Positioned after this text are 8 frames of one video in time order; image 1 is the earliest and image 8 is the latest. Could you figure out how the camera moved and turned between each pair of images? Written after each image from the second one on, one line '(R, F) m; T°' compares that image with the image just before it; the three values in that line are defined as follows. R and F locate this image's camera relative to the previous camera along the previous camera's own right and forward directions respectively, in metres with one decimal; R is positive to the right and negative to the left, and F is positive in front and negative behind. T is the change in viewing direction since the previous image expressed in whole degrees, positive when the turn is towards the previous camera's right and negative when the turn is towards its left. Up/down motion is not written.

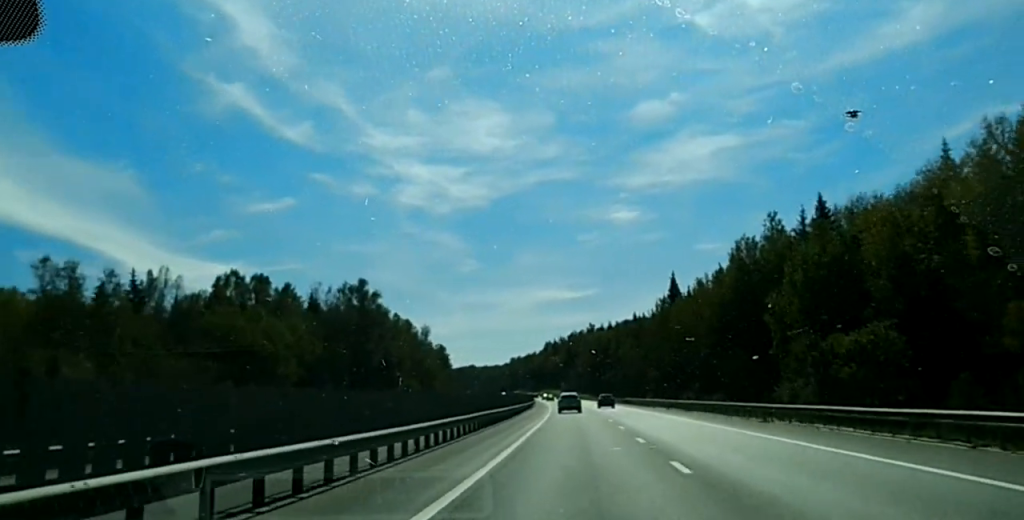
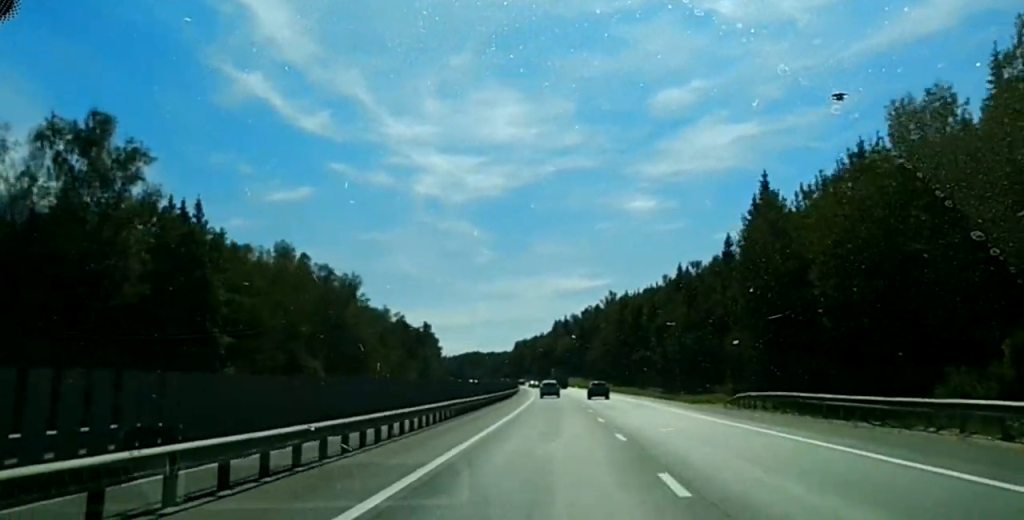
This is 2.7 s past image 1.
(-0.6, +98.5) m; -2°
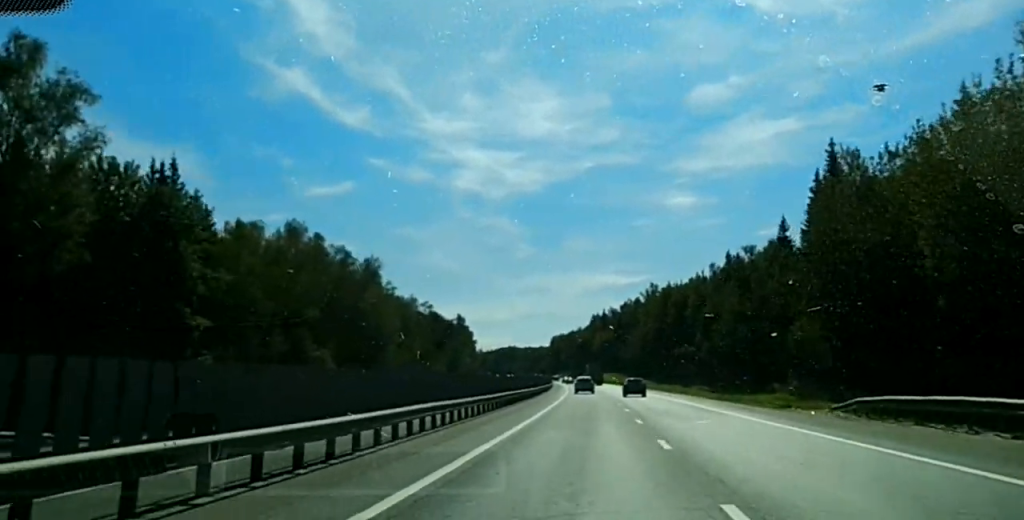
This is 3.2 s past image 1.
(-0.2, +16.0) m; 0°
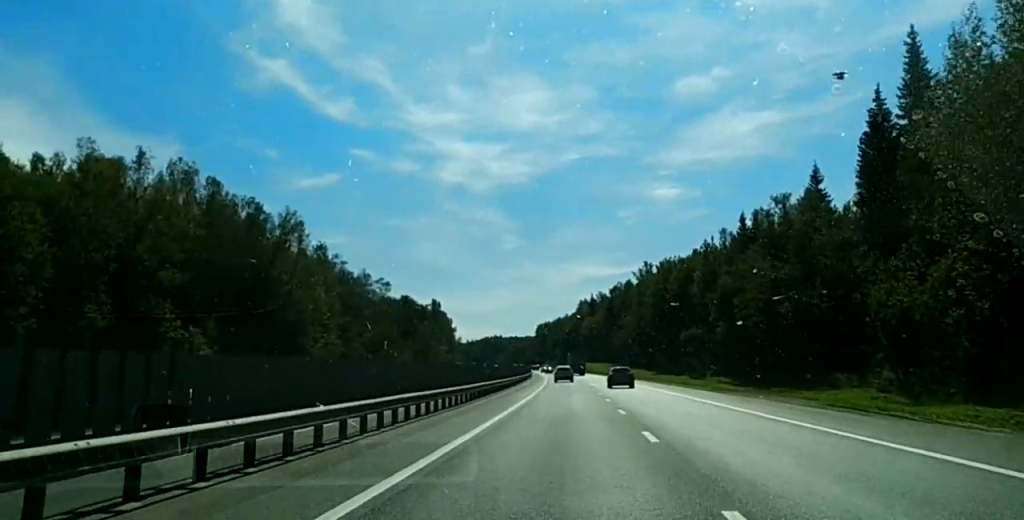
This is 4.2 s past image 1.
(0.0, +36.5) m; 0°
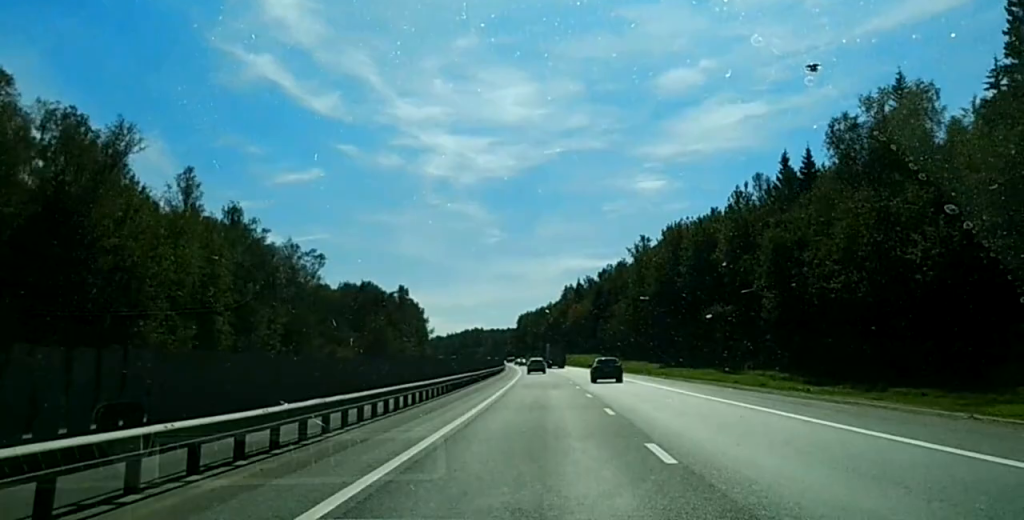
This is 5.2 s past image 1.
(-0.1, +39.4) m; 0°
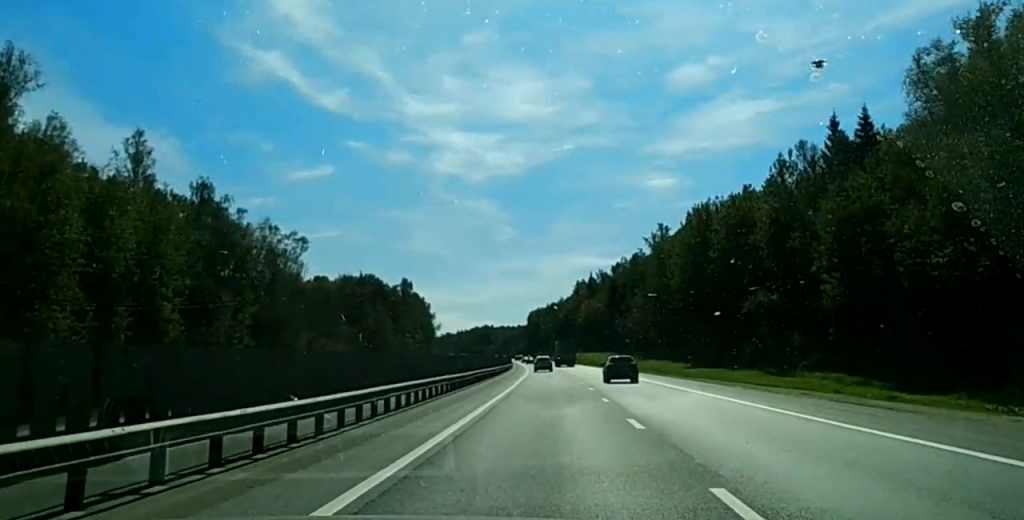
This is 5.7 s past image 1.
(0.0, +16.2) m; 0°
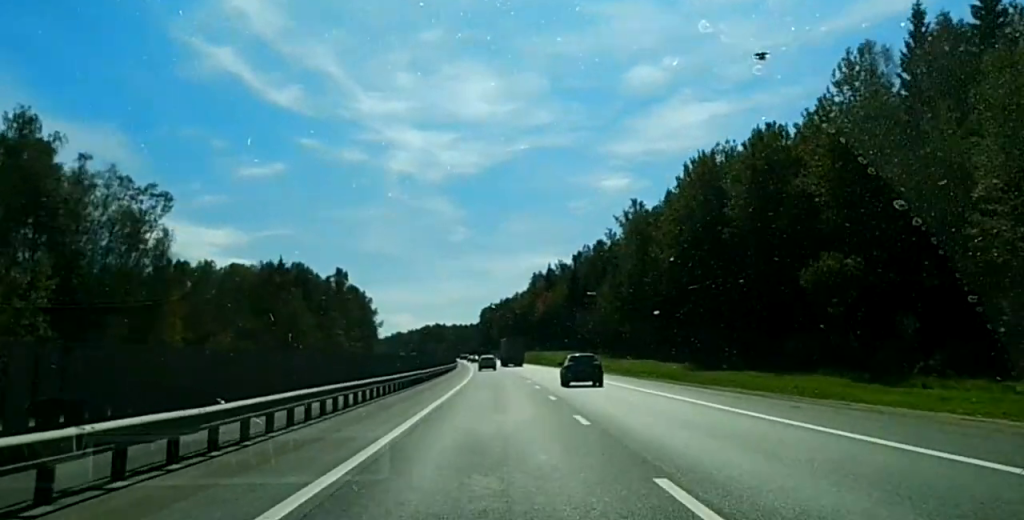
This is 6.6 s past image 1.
(+0.1, +34.3) m; 0°
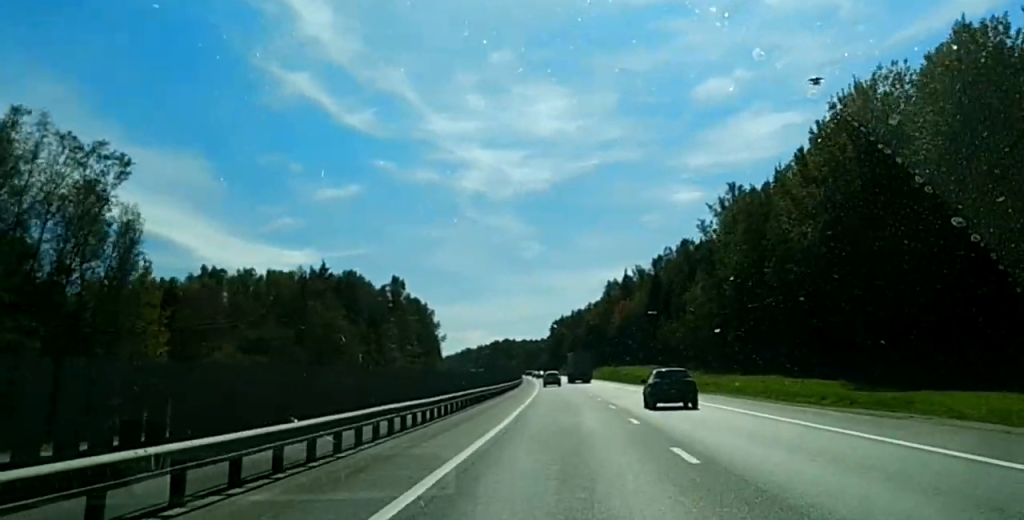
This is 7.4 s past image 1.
(-0.3, +29.2) m; 0°
